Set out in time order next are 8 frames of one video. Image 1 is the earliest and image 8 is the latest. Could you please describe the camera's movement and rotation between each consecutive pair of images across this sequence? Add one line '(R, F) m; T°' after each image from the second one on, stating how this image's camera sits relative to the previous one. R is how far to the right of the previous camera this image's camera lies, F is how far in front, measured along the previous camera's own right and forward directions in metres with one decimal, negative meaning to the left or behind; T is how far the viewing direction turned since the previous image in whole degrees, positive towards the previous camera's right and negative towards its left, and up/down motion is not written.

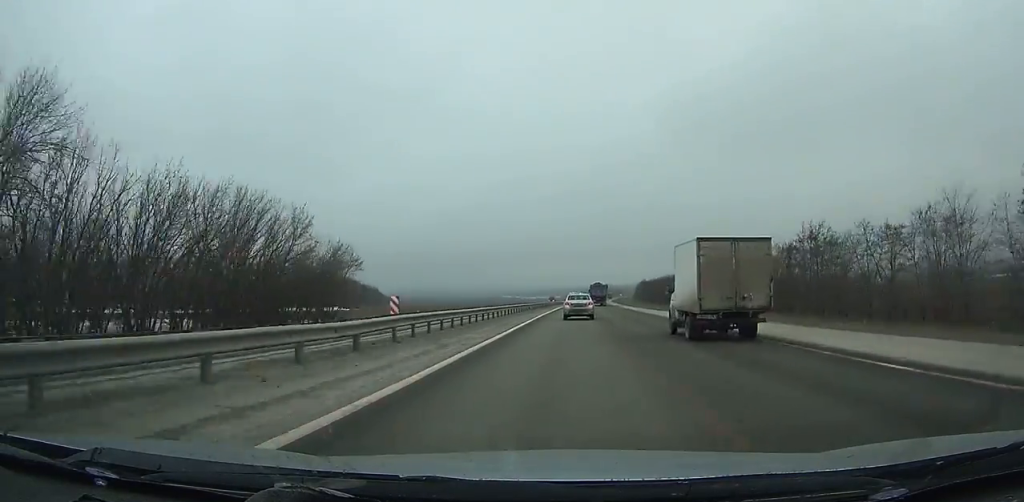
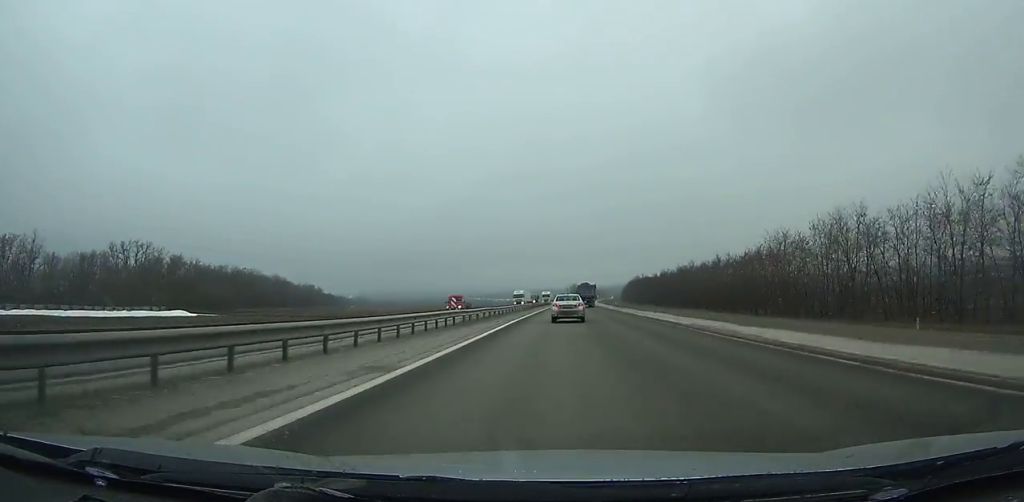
(+0.9, +66.4) m; +2°
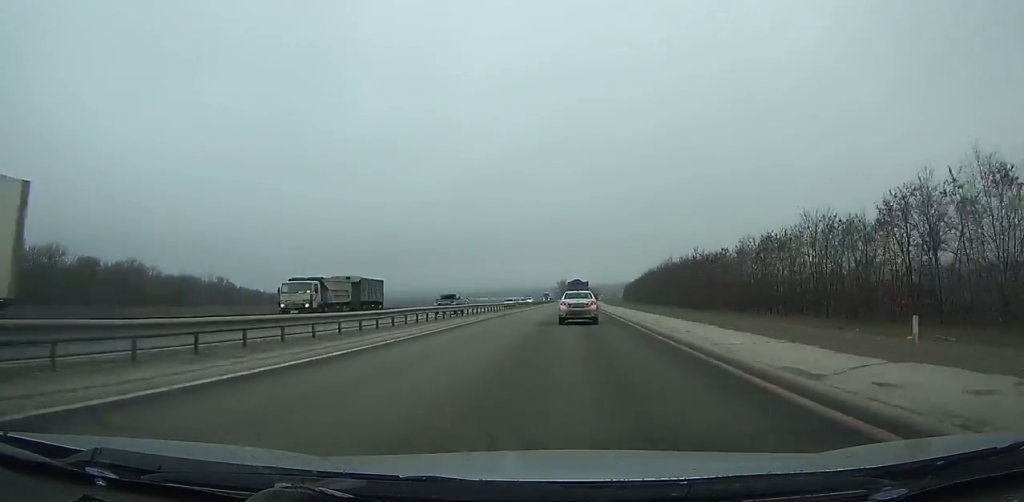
(+1.9, +104.0) m; +1°
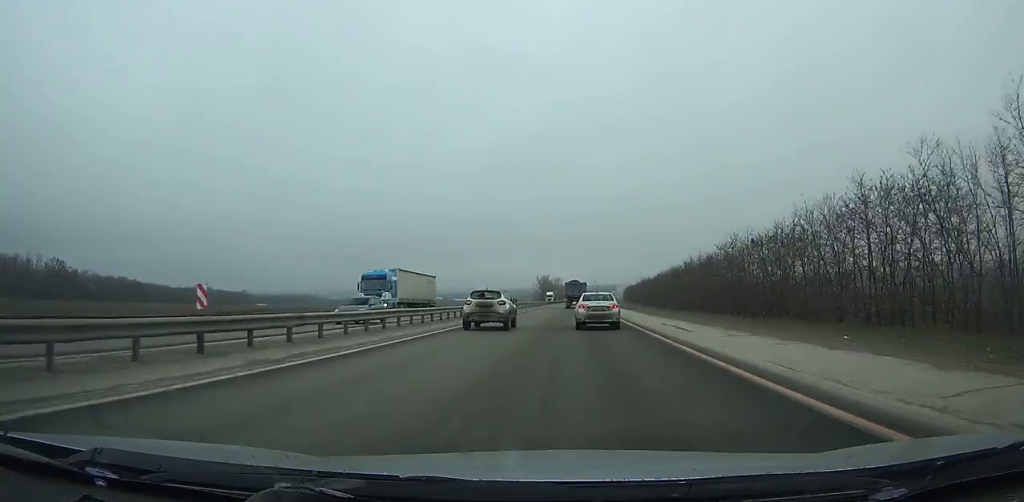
(+1.0, +112.2) m; +1°
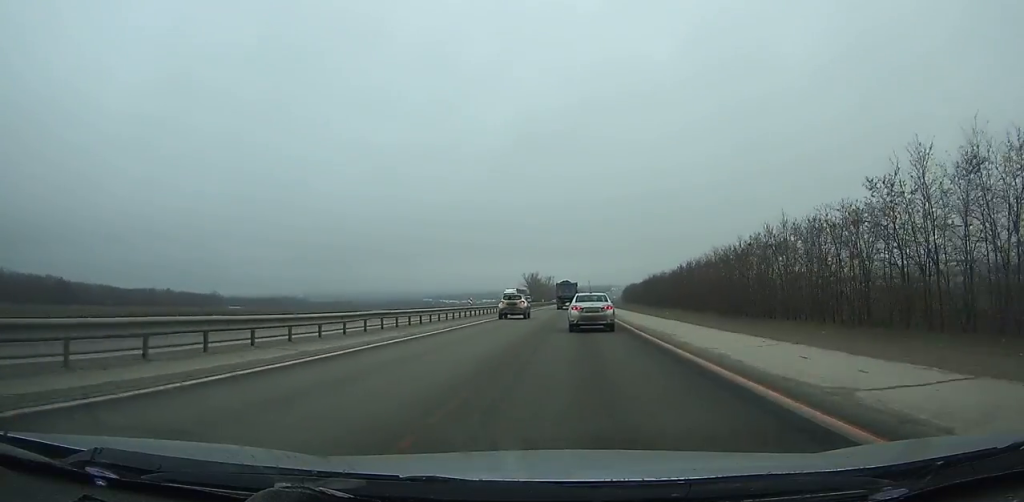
(+0.5, +46.8) m; +1°
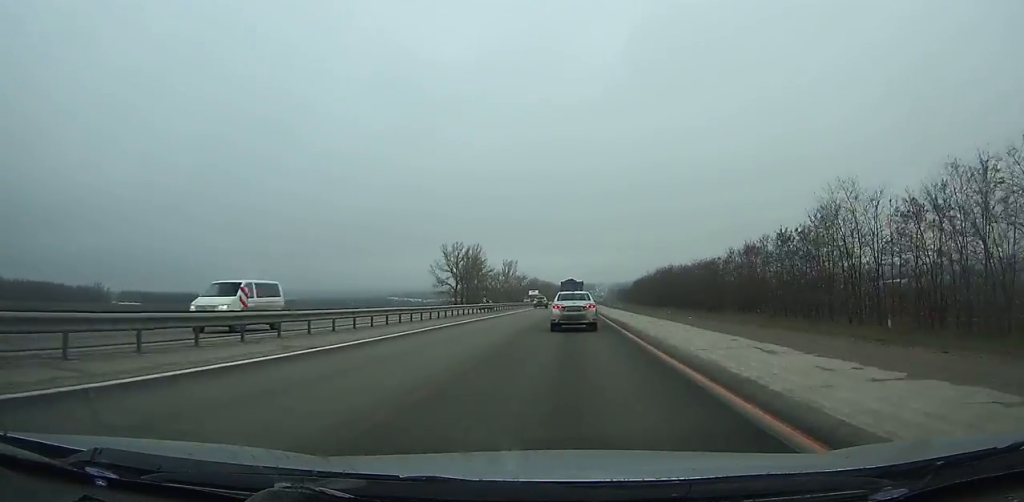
(+2.3, +146.7) m; +2°
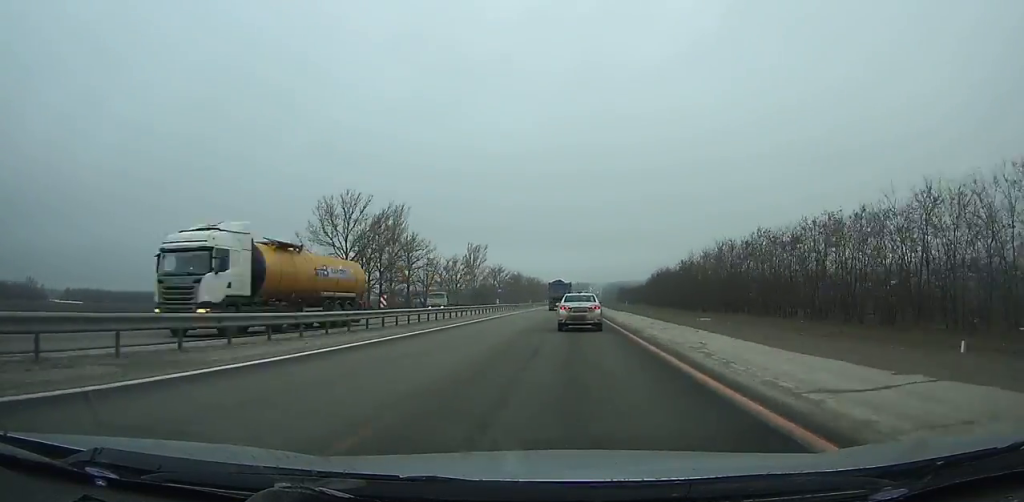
(+0.3, +68.4) m; +1°
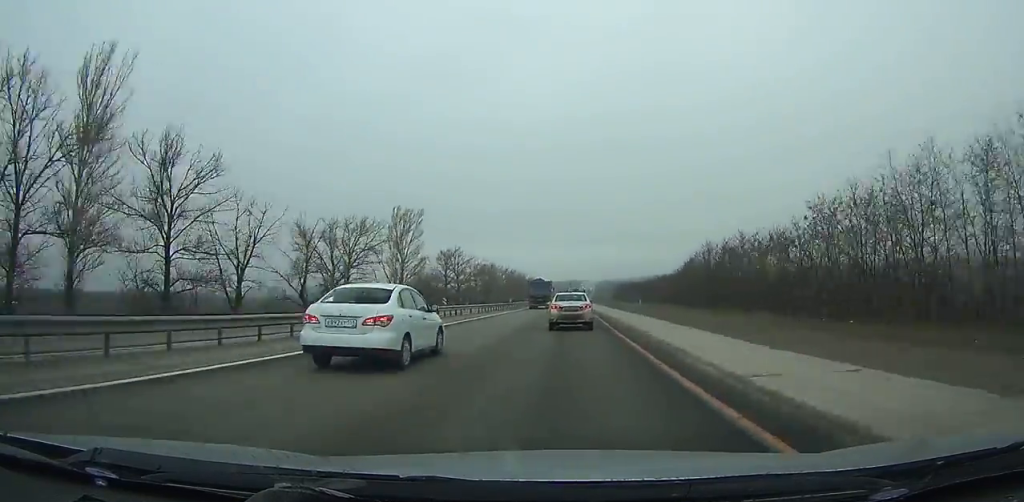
(+0.4, +64.7) m; +1°
